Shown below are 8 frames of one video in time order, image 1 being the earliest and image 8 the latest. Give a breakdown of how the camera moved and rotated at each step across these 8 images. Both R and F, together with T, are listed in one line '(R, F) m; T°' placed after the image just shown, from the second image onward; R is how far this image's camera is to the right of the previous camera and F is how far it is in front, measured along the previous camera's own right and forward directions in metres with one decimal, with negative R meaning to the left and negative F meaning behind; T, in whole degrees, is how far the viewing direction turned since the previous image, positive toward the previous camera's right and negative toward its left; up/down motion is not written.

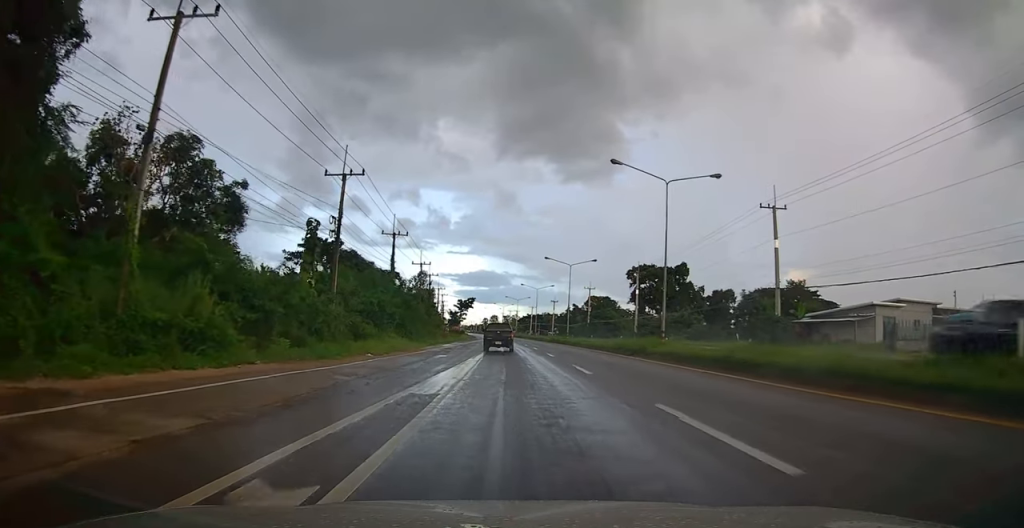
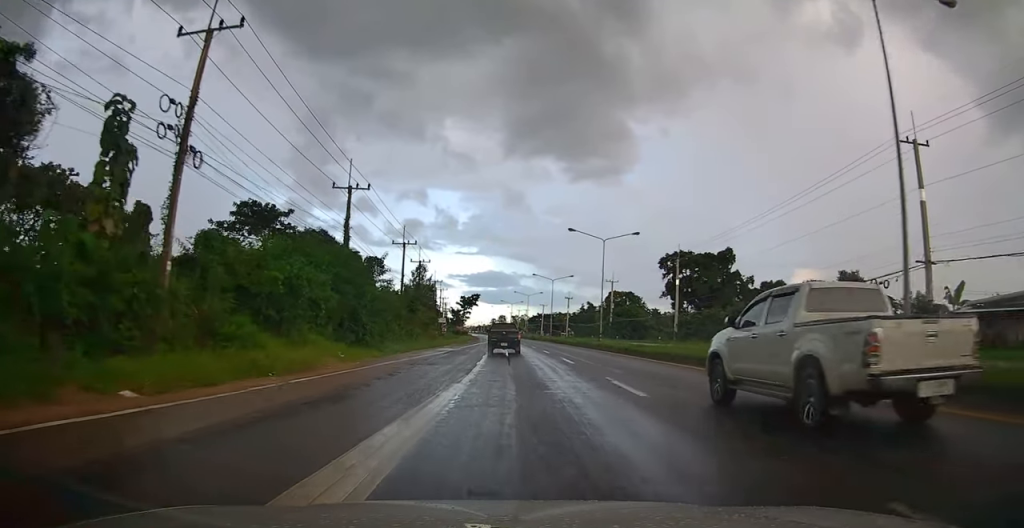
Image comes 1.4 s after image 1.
(-0.2, +18.0) m; +1°
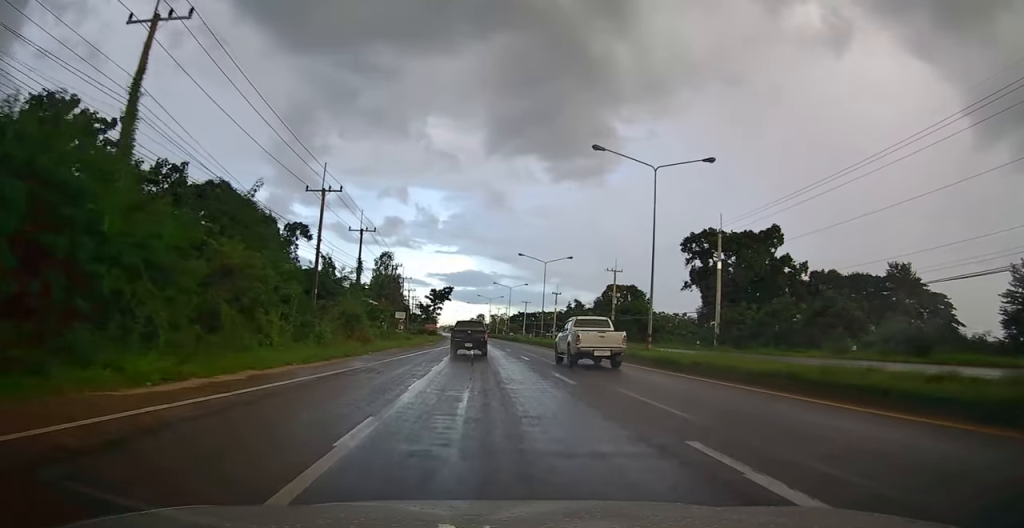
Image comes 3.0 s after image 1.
(-0.1, +21.5) m; 0°
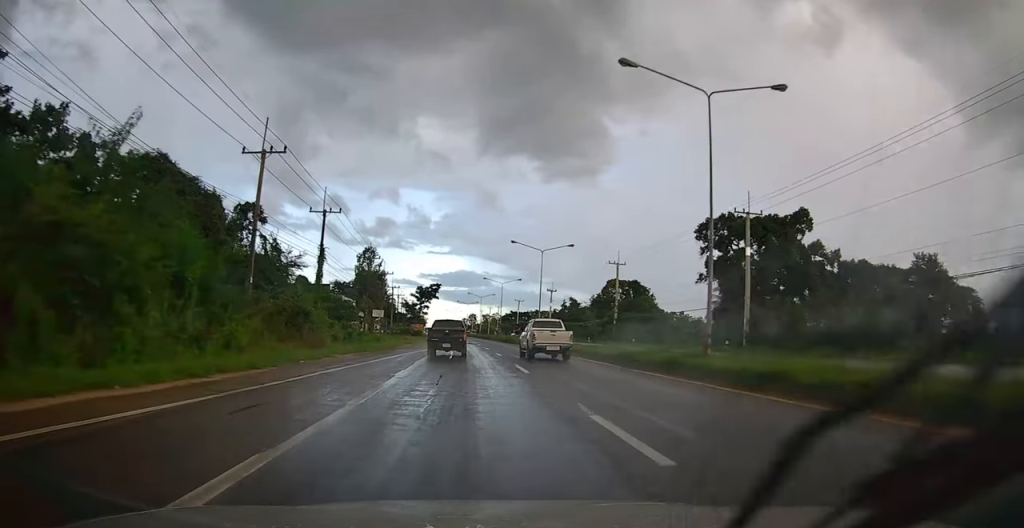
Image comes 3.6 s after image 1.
(-0.2, +8.6) m; +1°
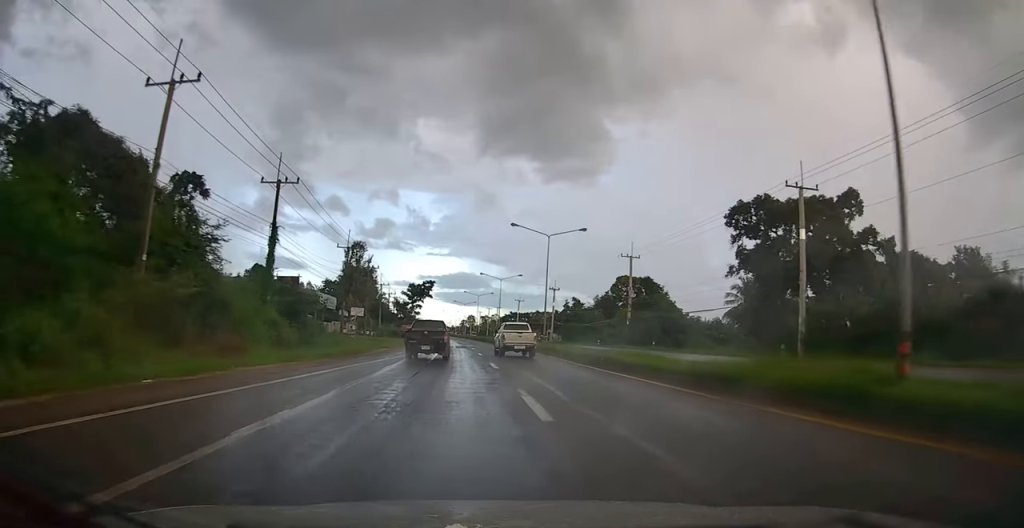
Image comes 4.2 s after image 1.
(+0.7, +9.3) m; +1°
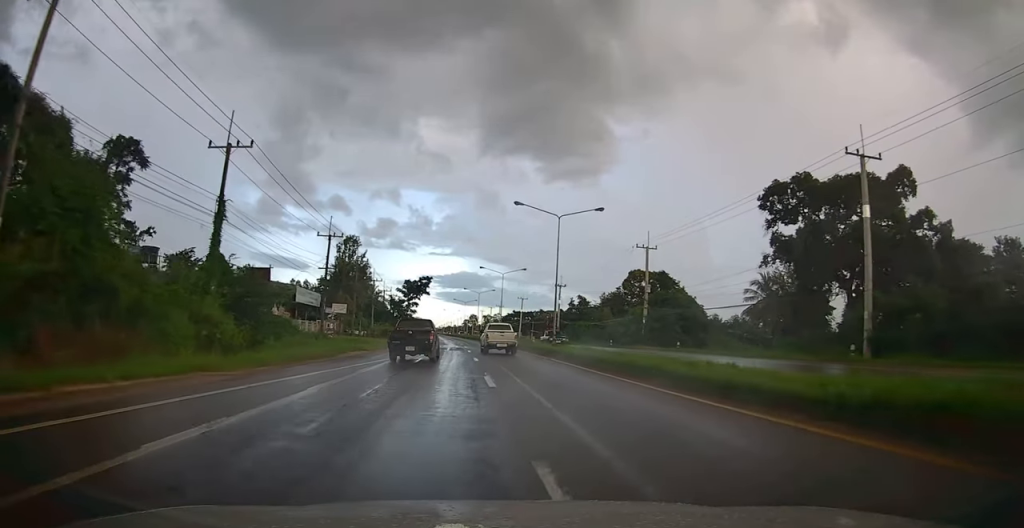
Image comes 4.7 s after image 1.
(0.0, +7.2) m; -1°
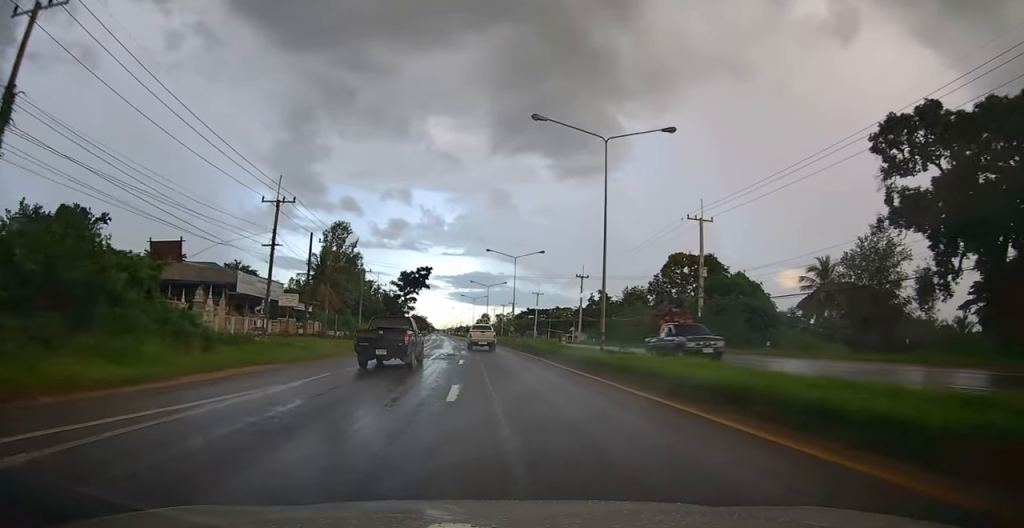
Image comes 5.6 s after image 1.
(-0.7, +14.9) m; -3°
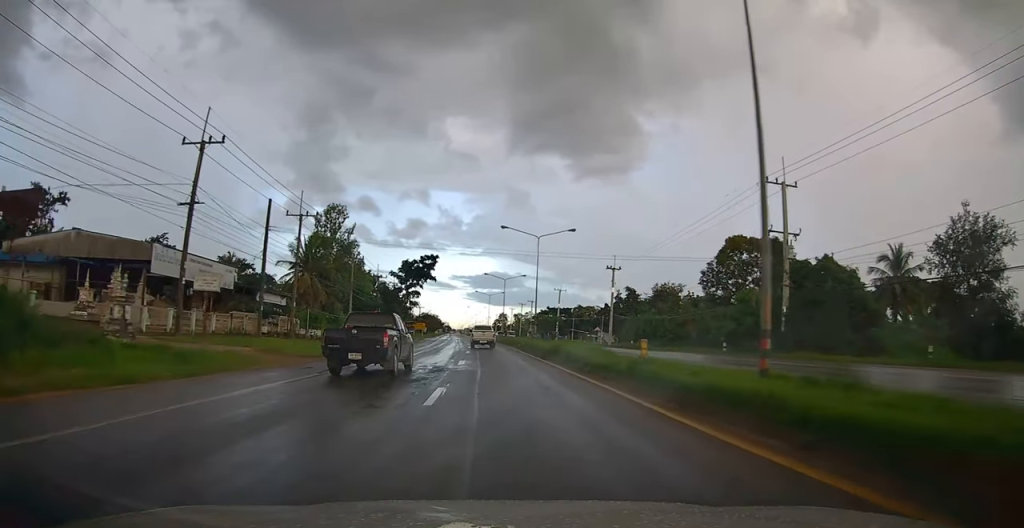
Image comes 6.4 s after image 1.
(-0.1, +13.0) m; 0°
